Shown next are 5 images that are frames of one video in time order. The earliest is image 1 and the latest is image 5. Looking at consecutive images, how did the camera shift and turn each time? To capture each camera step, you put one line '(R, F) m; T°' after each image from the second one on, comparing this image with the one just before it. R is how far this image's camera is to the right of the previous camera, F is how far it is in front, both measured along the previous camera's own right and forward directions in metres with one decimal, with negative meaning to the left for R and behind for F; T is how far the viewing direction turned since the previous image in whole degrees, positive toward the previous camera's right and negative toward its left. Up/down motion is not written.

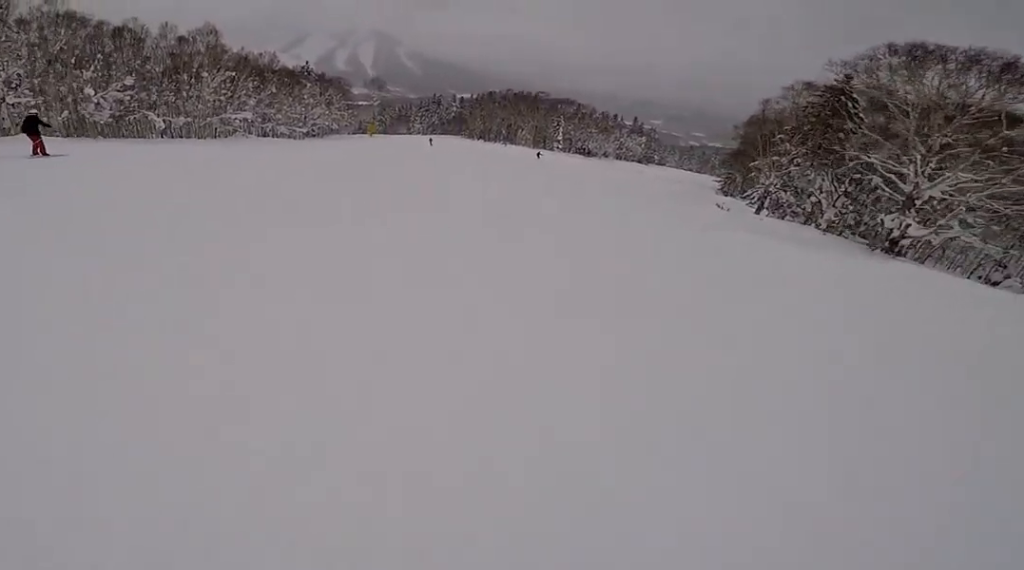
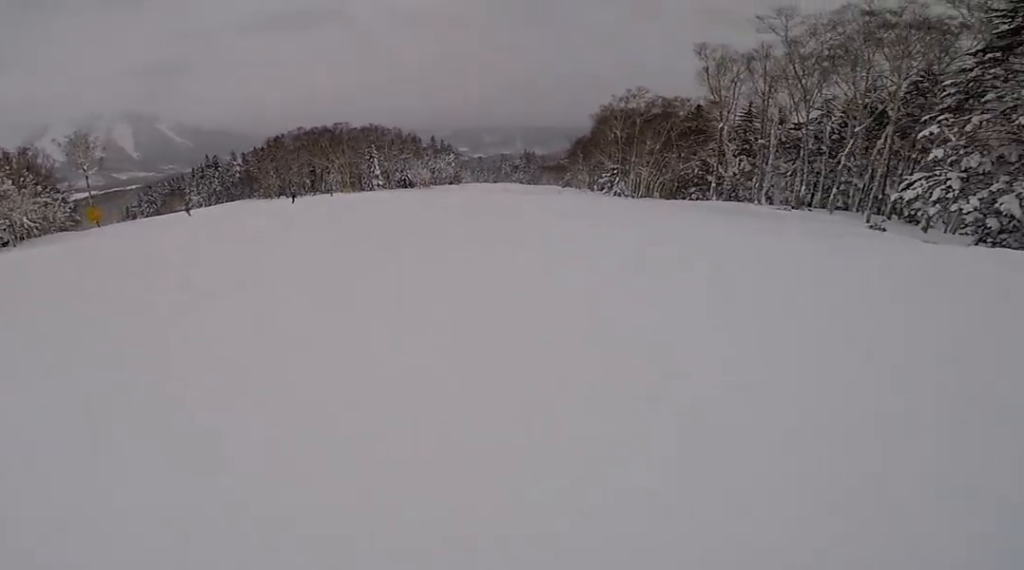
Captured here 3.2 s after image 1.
(+1.0, +37.8) m; +19°
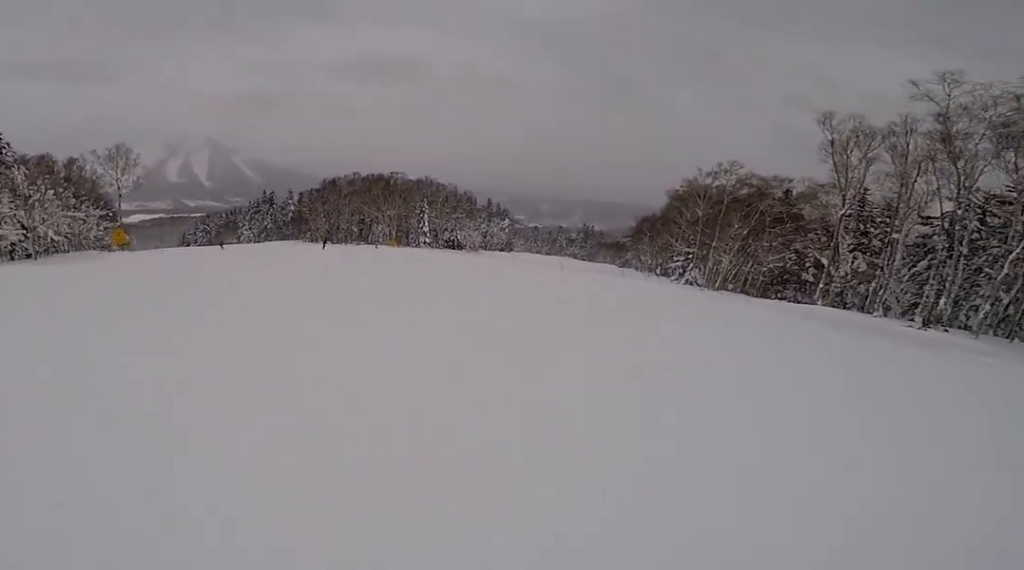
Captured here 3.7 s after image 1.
(+0.8, +6.6) m; 0°
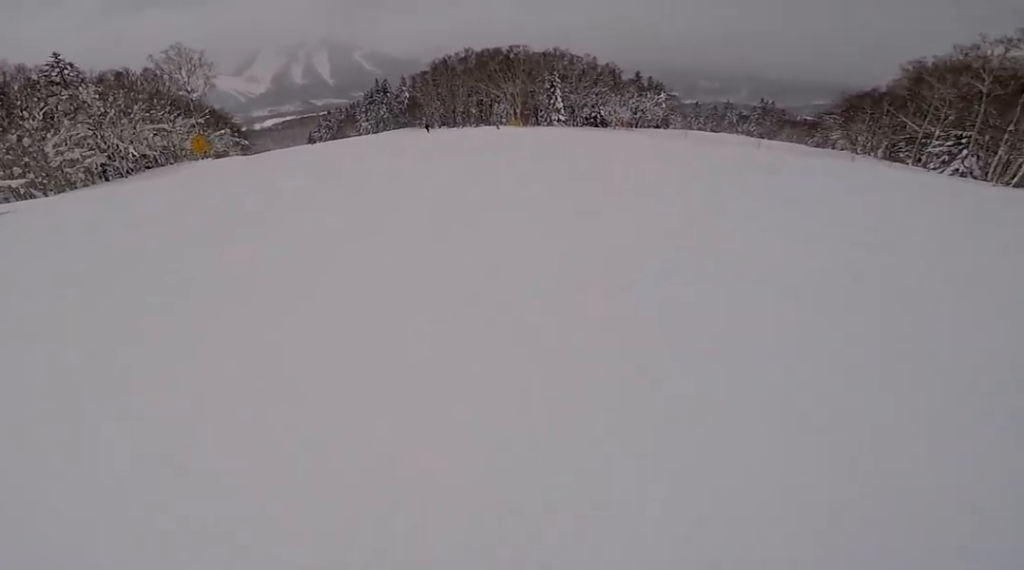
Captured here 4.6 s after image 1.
(-1.0, +10.5) m; -14°
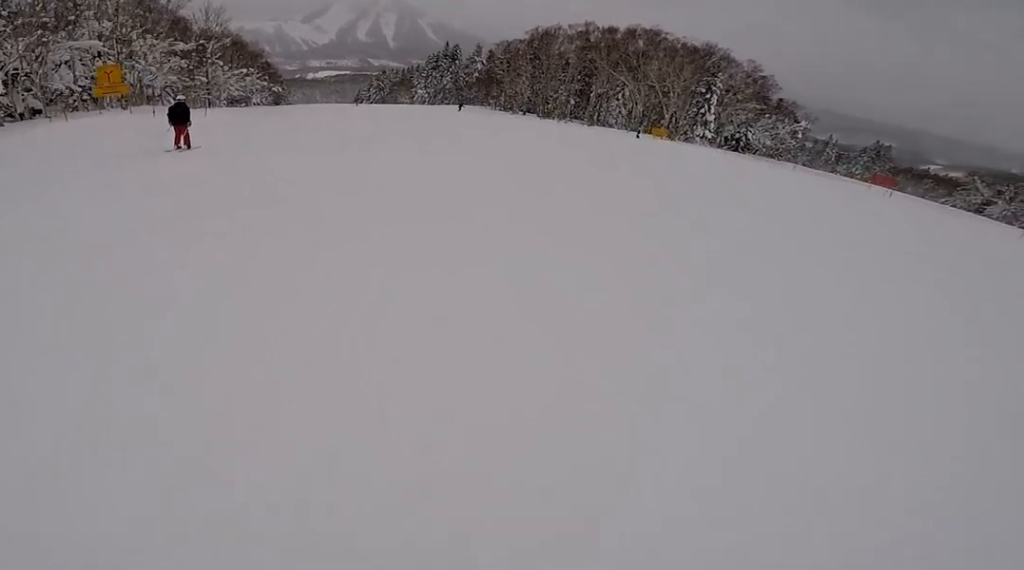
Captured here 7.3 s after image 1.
(-5.8, +29.5) m; -6°
